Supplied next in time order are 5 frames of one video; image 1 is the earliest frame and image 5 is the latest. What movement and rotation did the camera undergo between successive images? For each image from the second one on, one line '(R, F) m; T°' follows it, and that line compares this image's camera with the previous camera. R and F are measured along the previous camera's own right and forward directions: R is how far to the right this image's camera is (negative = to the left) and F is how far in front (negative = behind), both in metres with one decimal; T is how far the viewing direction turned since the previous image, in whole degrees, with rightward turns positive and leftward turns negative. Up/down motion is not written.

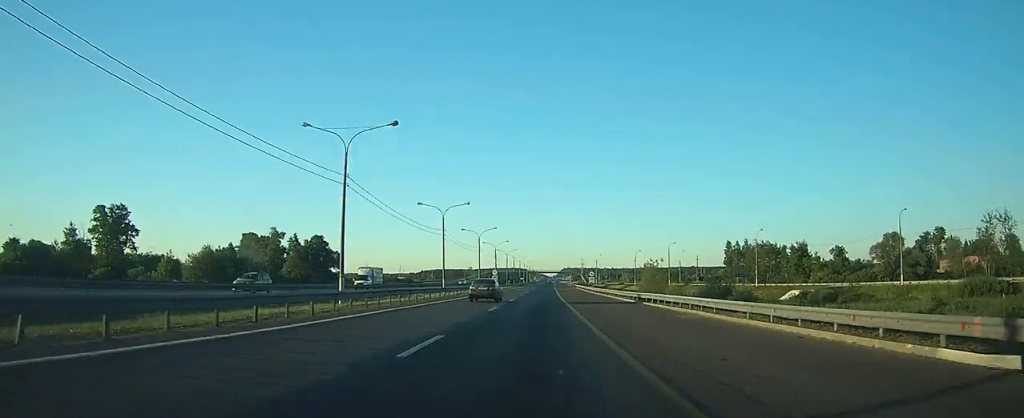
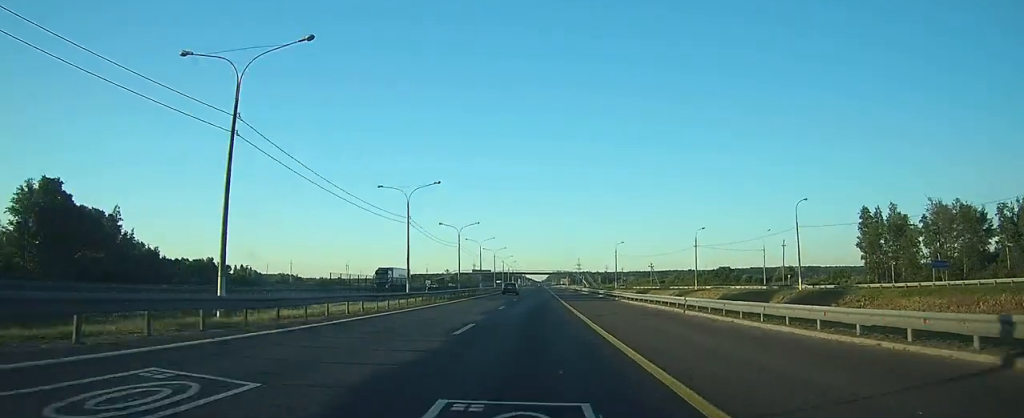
(+0.7, +90.2) m; +1°
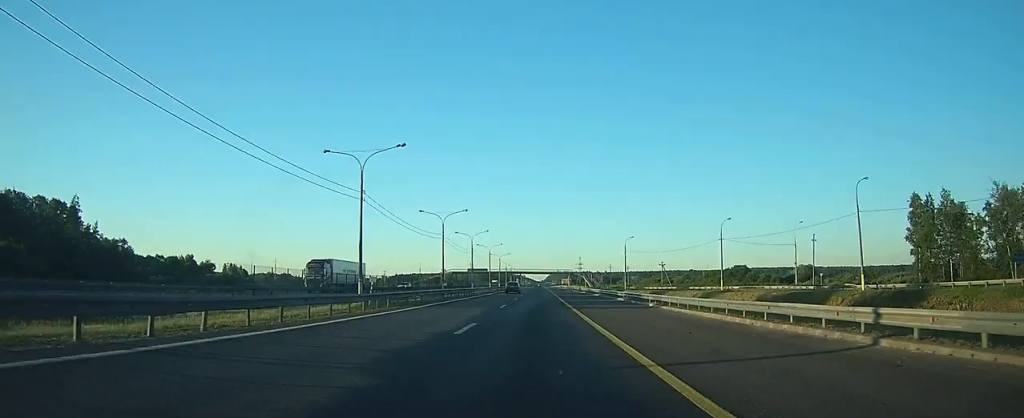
(0.0, +16.1) m; 0°
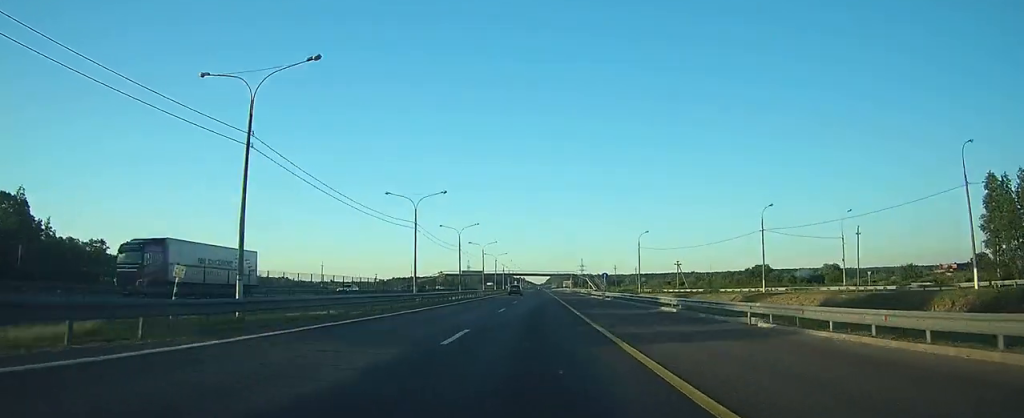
(0.0, +18.2) m; 0°
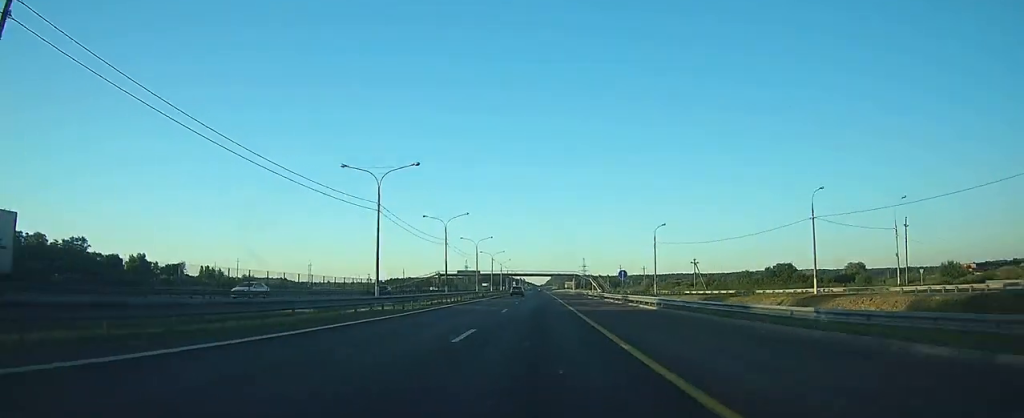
(0.0, +15.1) m; 0°
